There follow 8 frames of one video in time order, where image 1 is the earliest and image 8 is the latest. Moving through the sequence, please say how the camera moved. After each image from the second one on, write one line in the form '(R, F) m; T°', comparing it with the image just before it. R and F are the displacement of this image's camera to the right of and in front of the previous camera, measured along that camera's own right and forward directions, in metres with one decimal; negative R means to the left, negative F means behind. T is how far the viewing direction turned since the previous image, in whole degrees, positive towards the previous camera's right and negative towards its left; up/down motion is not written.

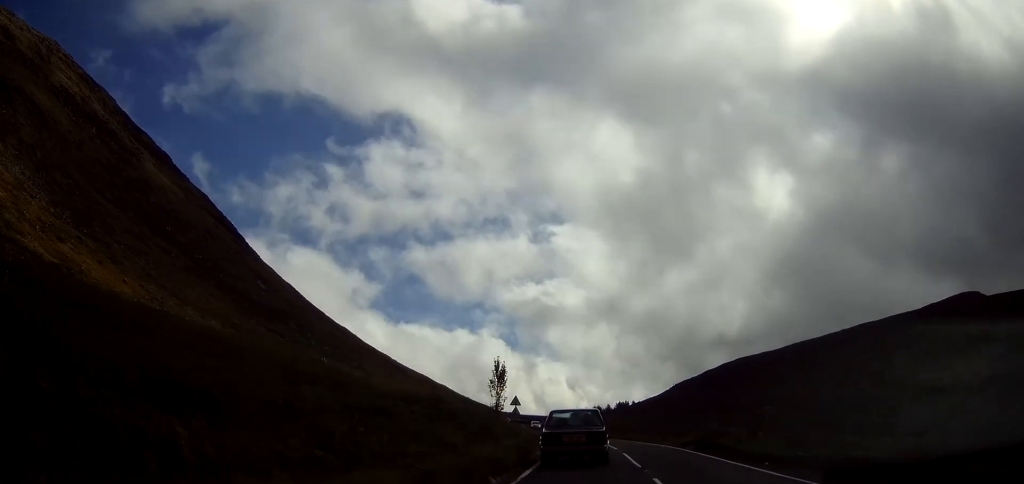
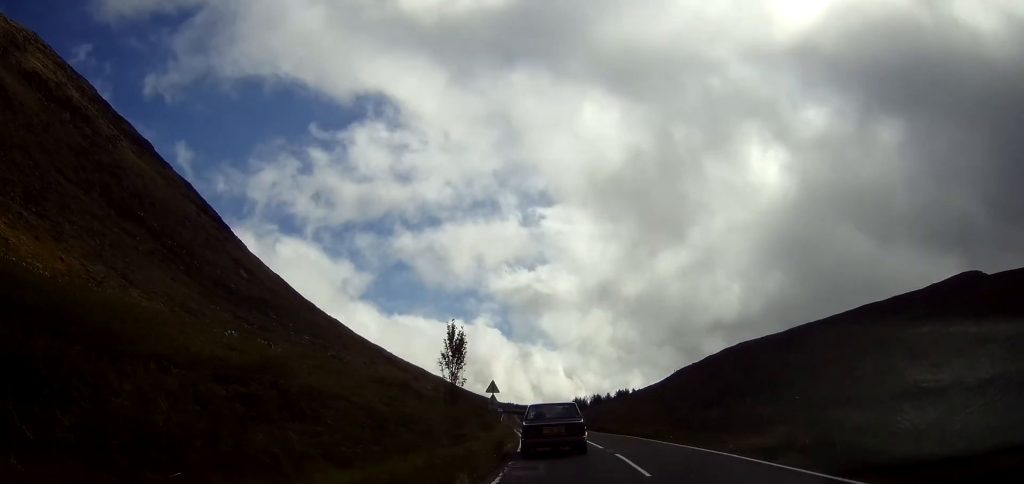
(0.0, +13.7) m; 0°
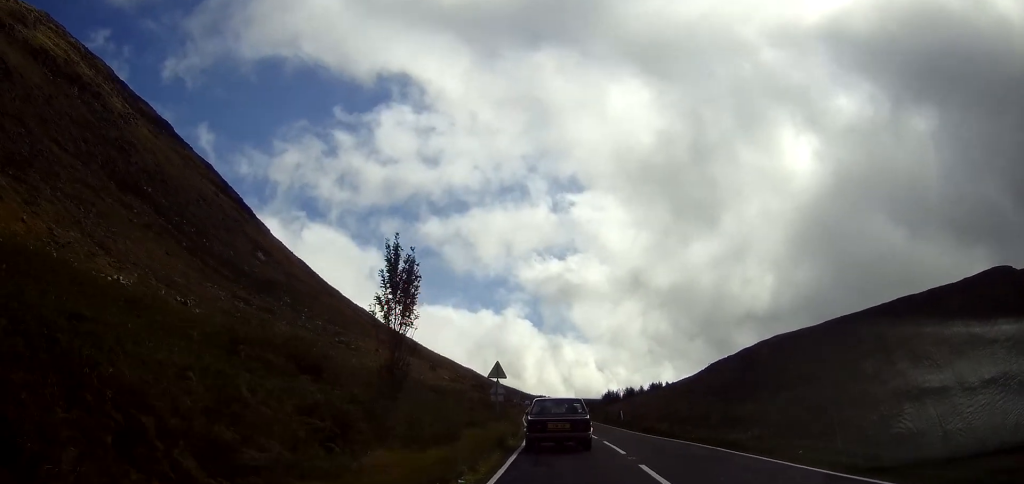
(0.0, +13.1) m; -1°
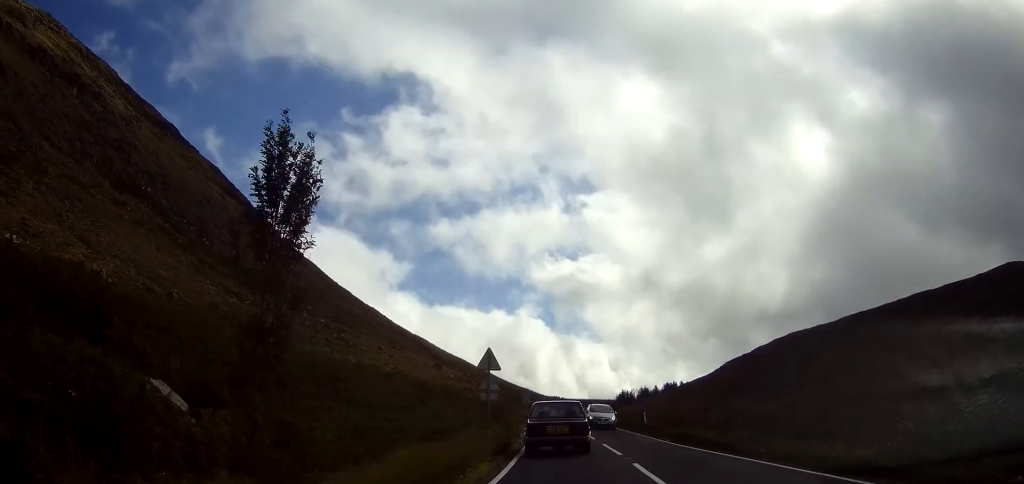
(-0.2, +7.4) m; -2°
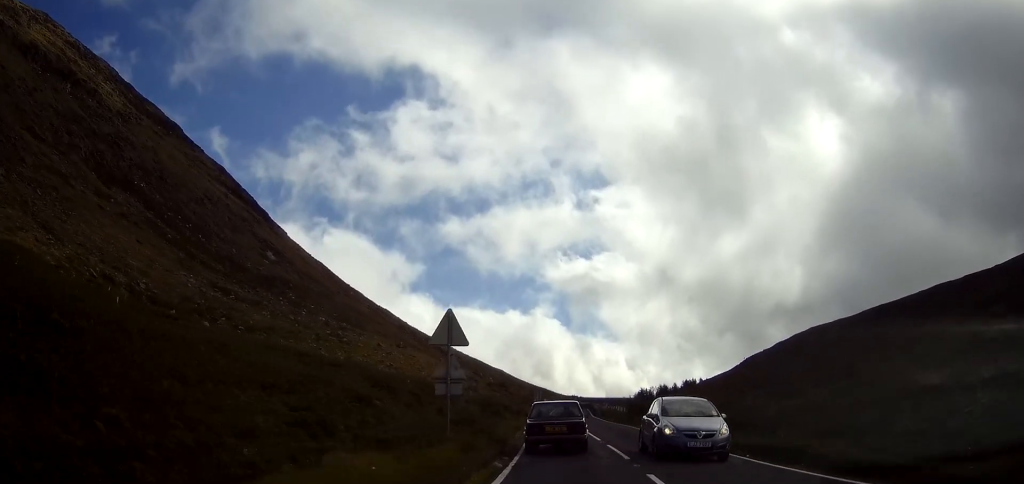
(-0.2, +10.7) m; -2°
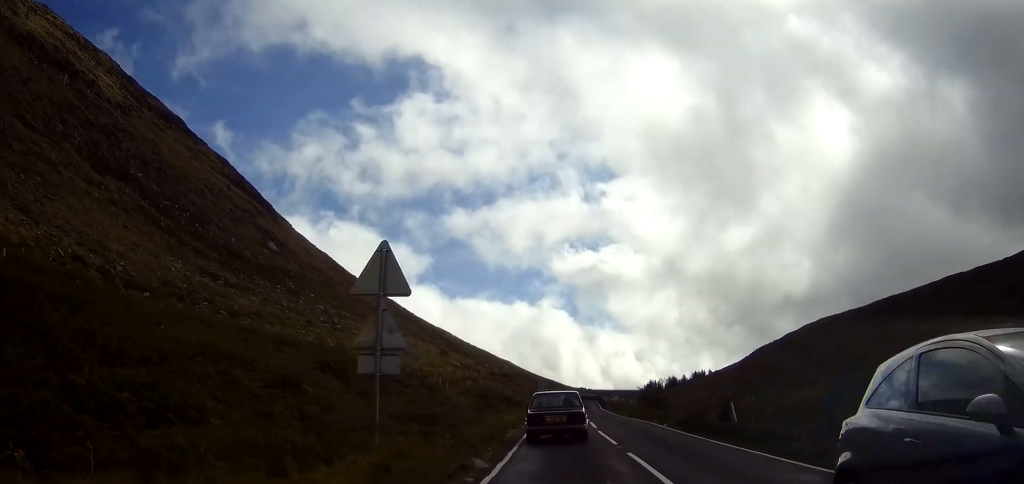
(0.0, +6.0) m; -1°
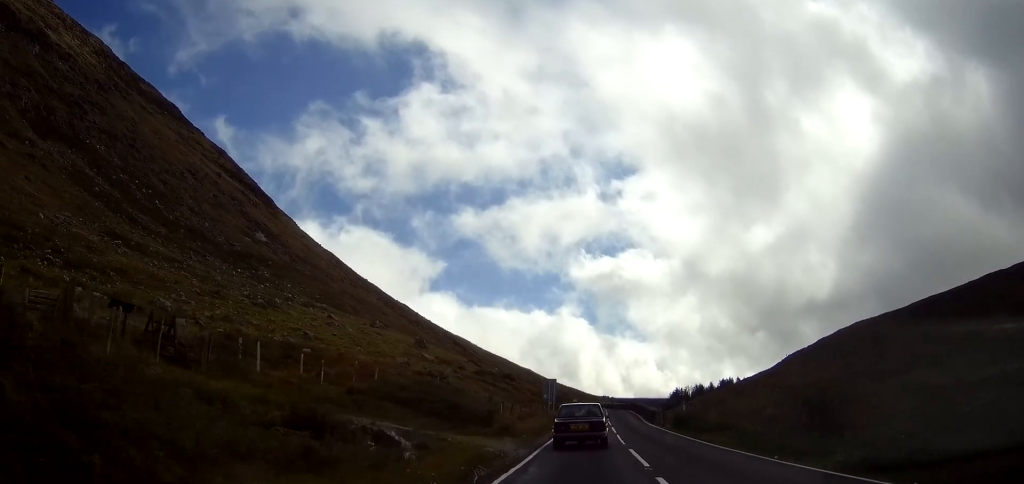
(-0.4, +30.6) m; -1°
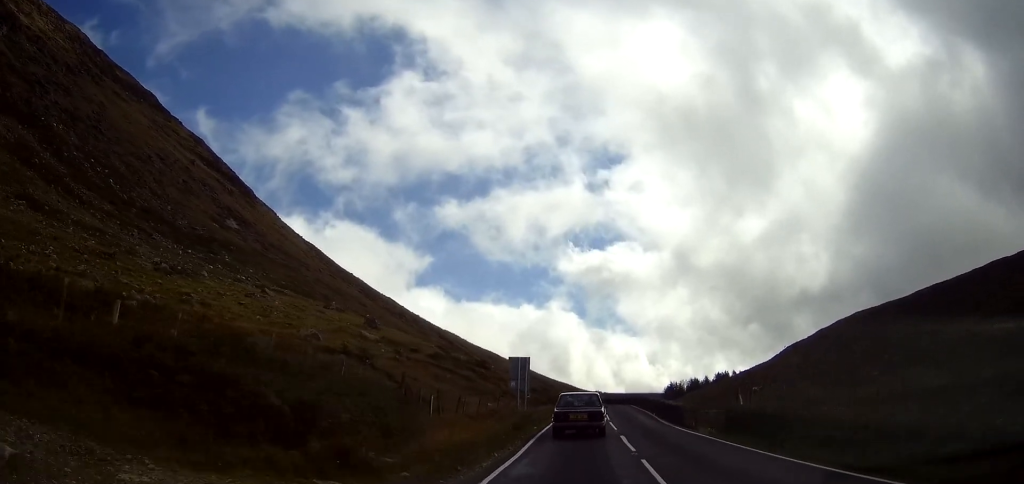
(0.0, +16.0) m; 0°
